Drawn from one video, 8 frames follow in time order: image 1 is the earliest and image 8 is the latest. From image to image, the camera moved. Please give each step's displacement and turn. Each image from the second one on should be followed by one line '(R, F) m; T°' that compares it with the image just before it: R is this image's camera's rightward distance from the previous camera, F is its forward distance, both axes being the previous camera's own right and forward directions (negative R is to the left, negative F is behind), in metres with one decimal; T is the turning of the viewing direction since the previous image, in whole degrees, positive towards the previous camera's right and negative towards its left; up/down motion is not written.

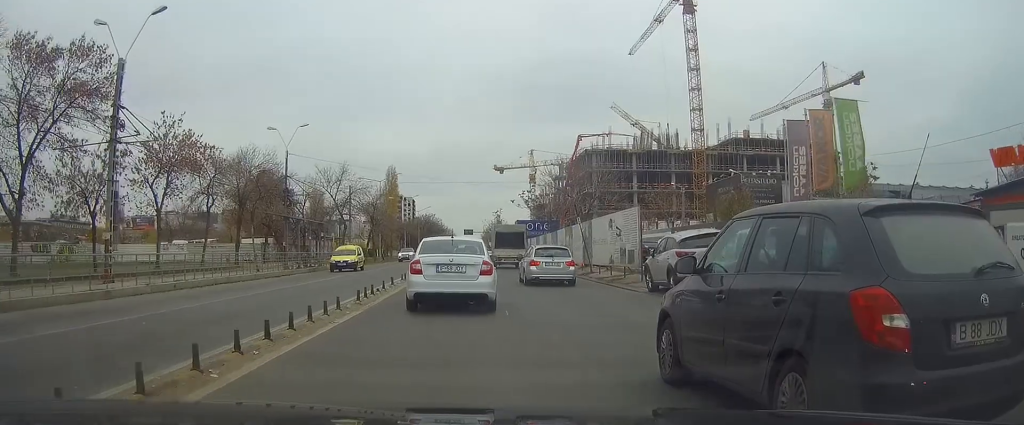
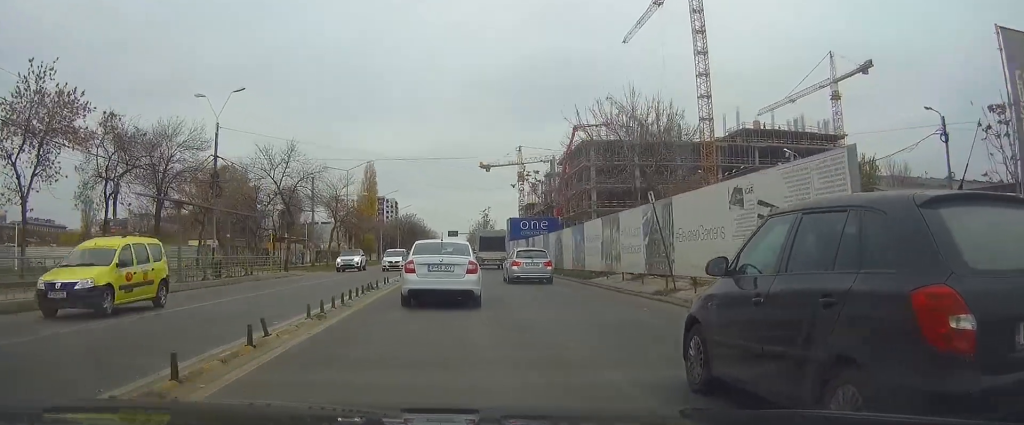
(+0.1, +14.9) m; +1°
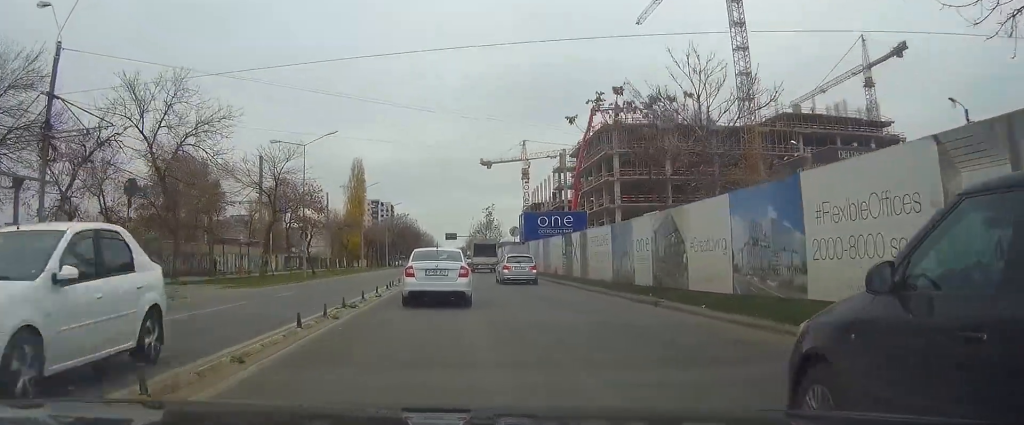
(+0.2, +21.1) m; +1°
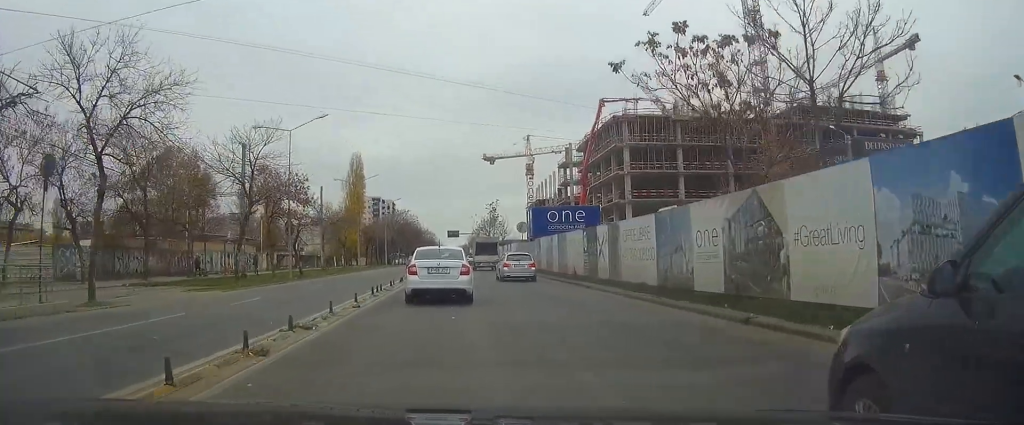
(0.0, +5.4) m; 0°
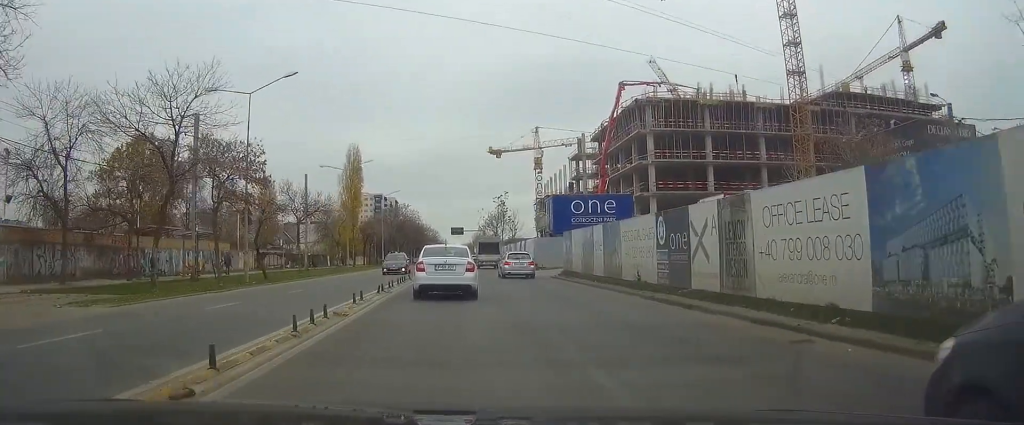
(0.0, +11.0) m; 0°
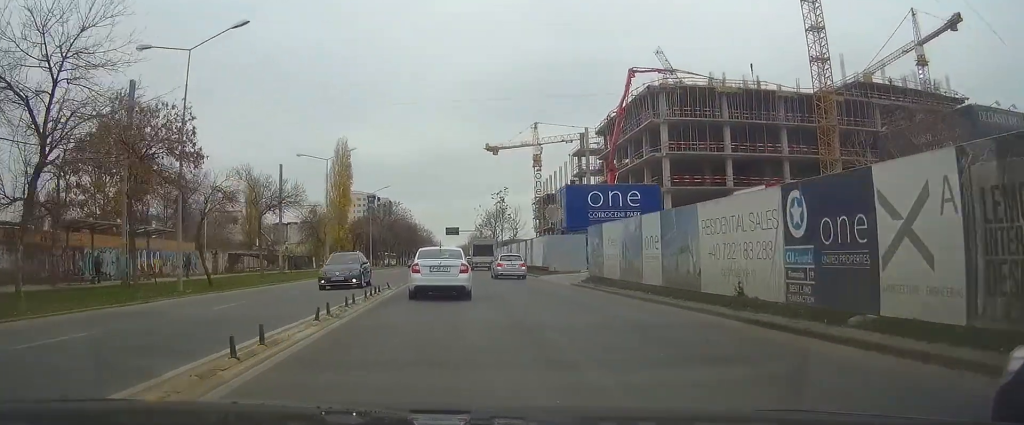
(0.0, +8.7) m; 0°
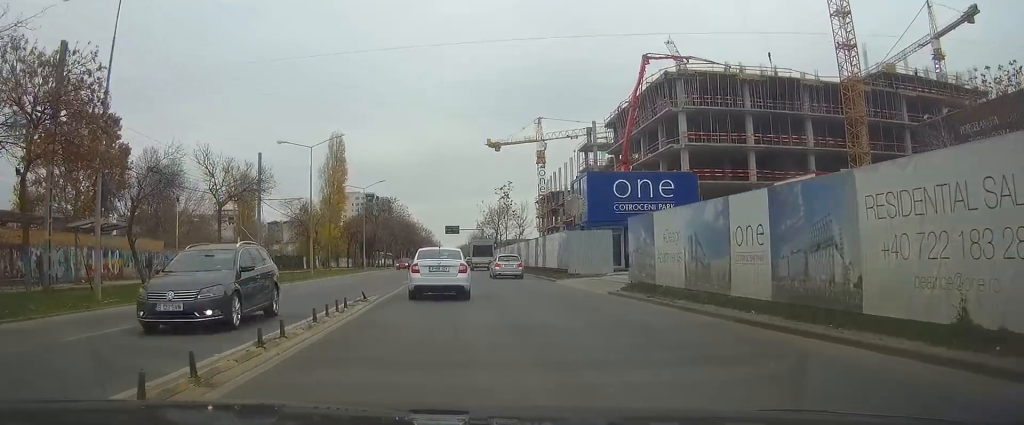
(0.0, +7.0) m; 0°
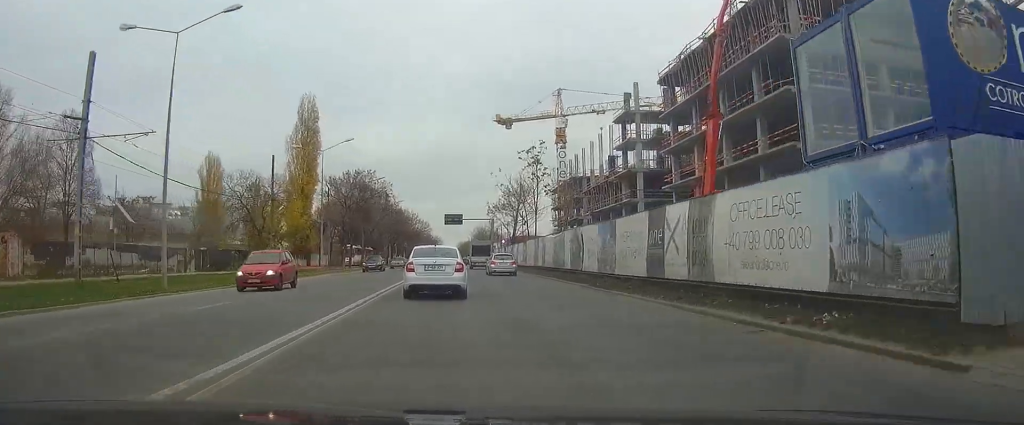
(+0.3, +28.5) m; +1°
